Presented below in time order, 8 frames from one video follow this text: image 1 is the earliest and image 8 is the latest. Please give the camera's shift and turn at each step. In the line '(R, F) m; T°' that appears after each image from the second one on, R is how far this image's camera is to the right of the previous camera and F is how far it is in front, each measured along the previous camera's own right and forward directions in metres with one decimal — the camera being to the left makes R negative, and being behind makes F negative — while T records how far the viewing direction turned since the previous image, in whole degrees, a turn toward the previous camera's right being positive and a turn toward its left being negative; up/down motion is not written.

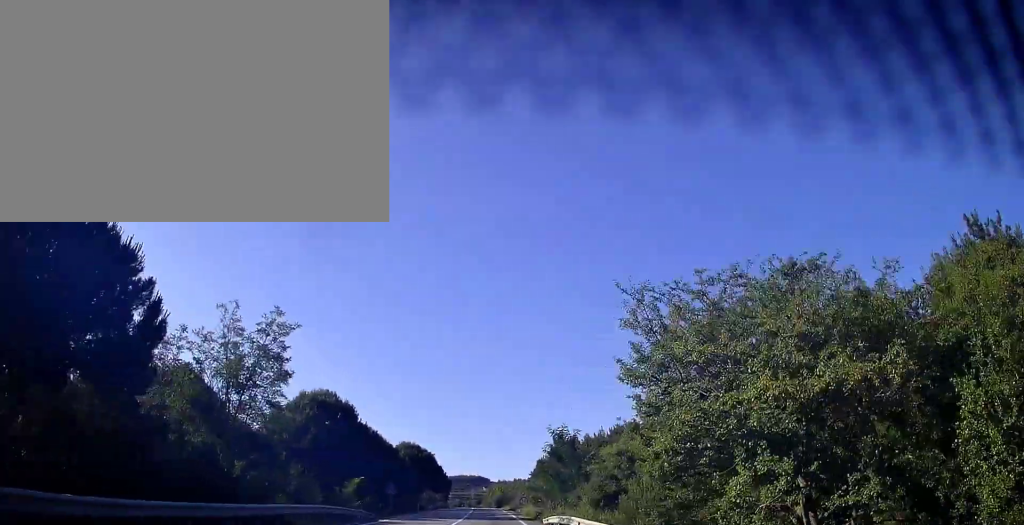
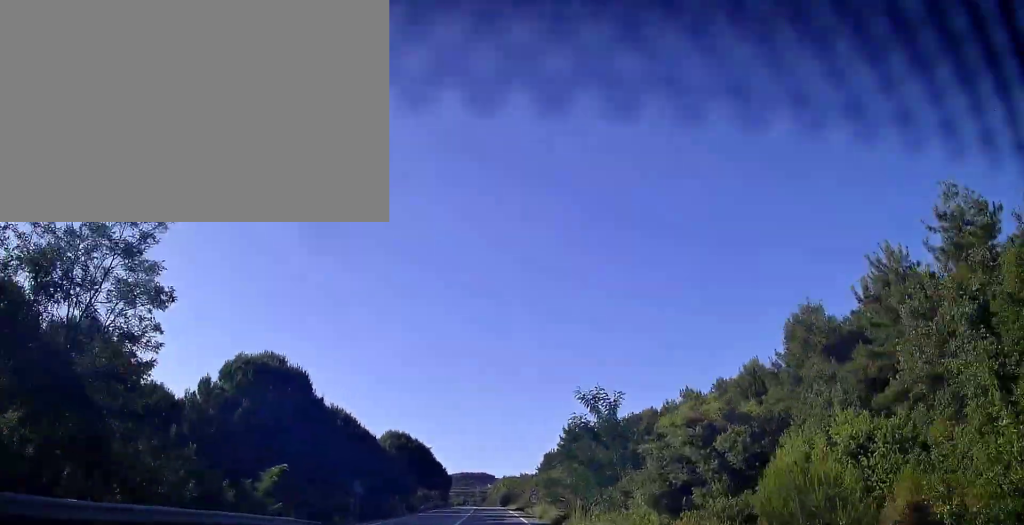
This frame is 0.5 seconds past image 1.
(-0.2, +11.2) m; -1°
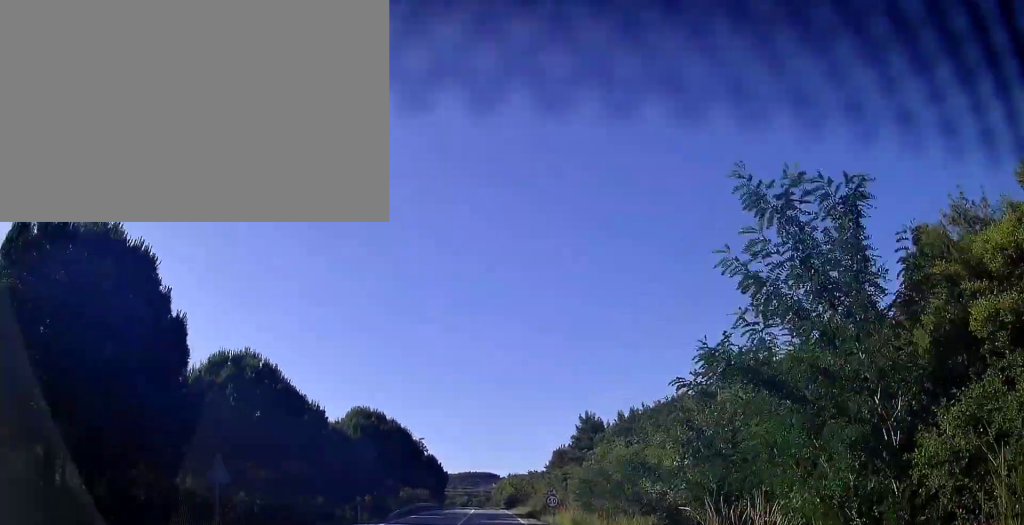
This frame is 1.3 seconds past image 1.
(-0.1, +16.0) m; 0°
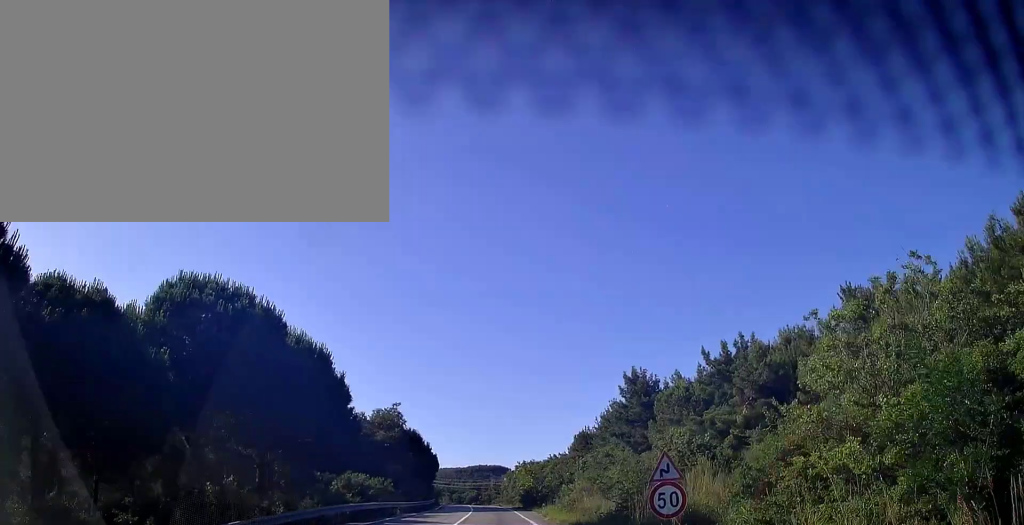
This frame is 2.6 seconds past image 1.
(-0.1, +26.9) m; -1°
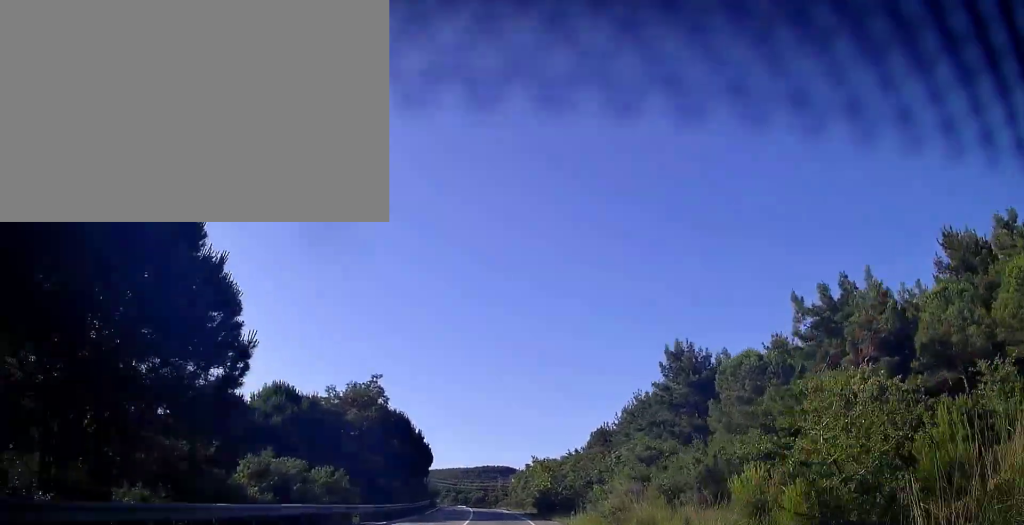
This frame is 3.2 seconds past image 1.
(-0.1, +13.0) m; -1°
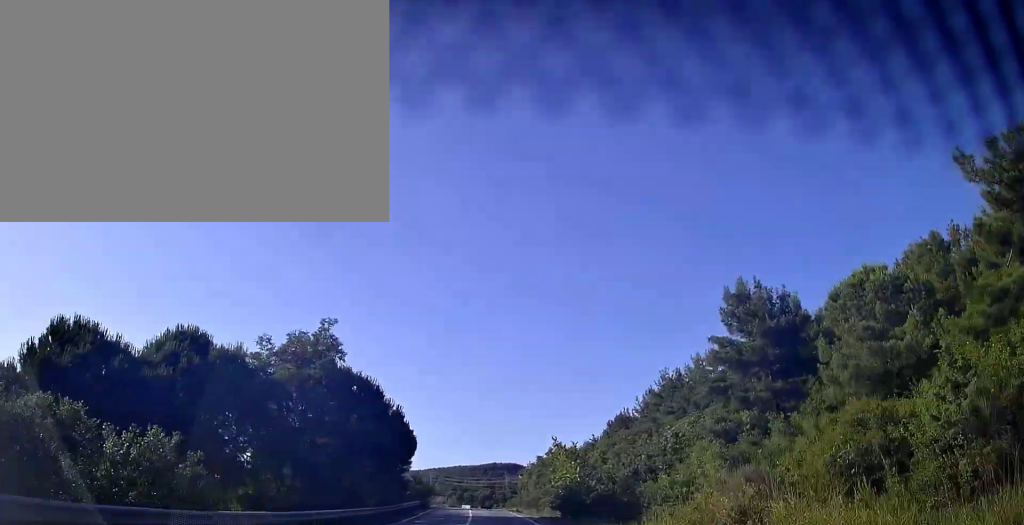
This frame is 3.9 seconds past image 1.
(-0.1, +13.7) m; -1°
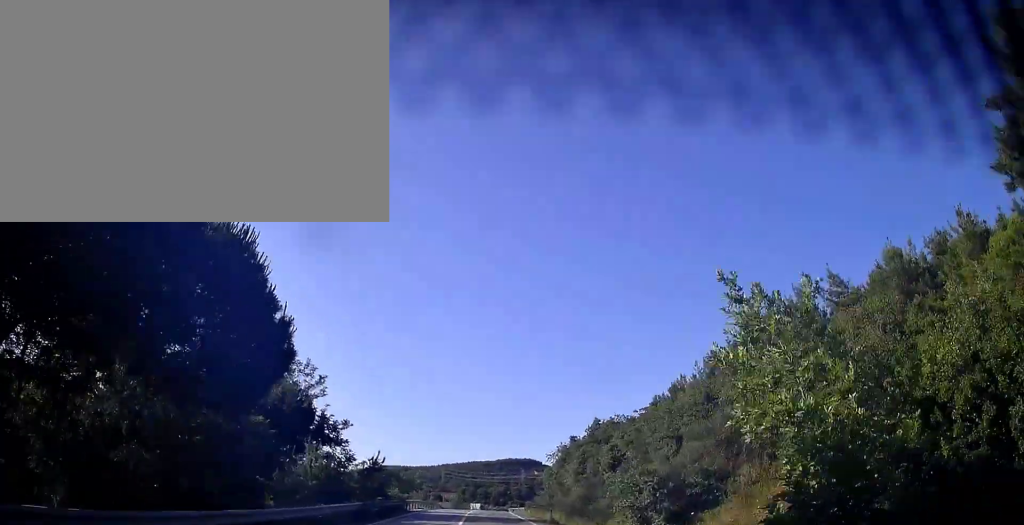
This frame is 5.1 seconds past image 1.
(-0.2, +25.2) m; -1°
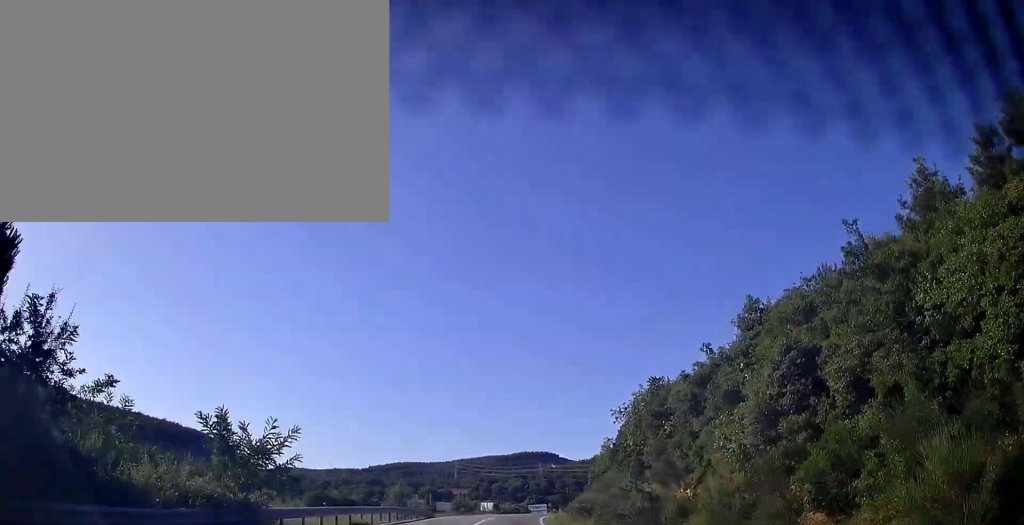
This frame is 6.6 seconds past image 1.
(-0.4, +29.3) m; -1°
